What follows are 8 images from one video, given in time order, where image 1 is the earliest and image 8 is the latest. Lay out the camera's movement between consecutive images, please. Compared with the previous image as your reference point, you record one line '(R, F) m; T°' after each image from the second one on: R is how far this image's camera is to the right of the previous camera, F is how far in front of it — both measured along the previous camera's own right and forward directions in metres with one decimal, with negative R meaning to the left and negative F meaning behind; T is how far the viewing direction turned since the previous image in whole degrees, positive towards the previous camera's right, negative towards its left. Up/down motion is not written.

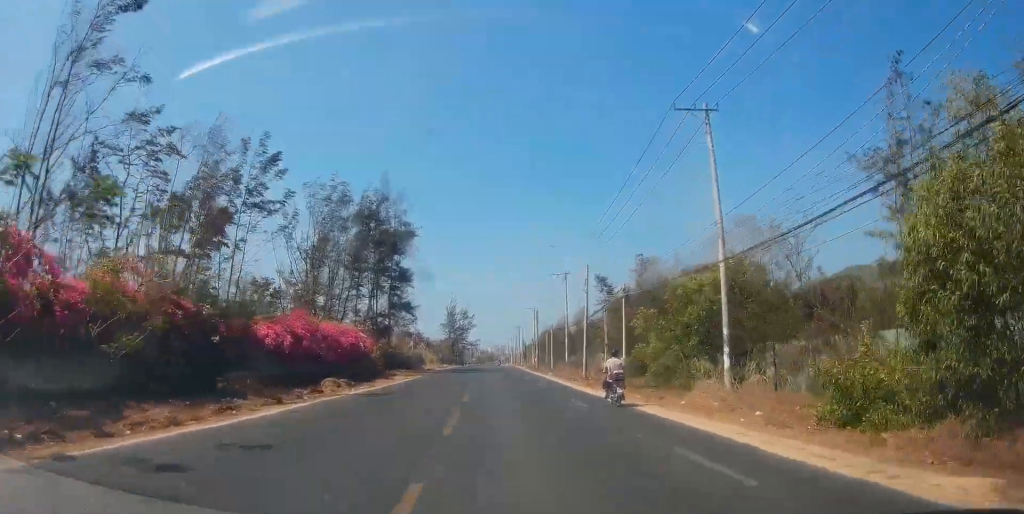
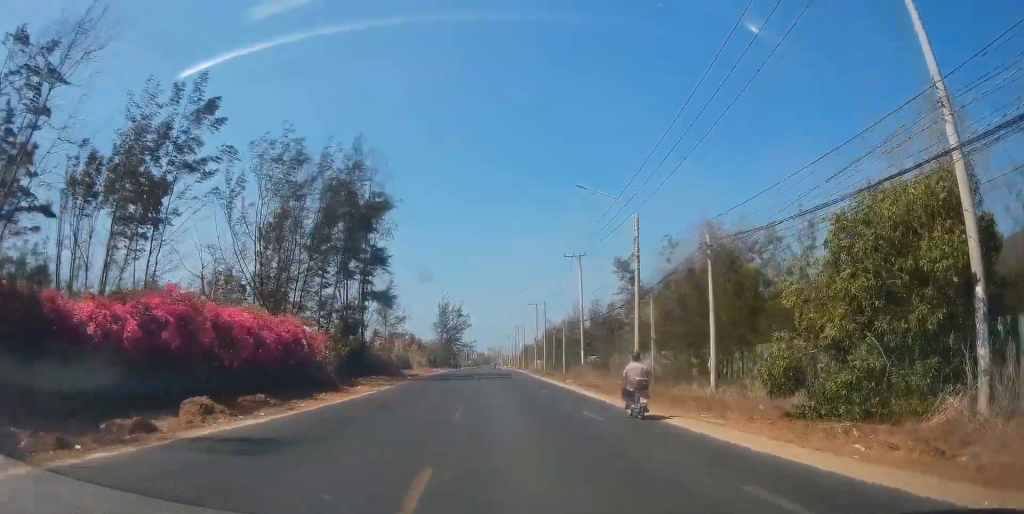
(-0.4, +14.7) m; -2°
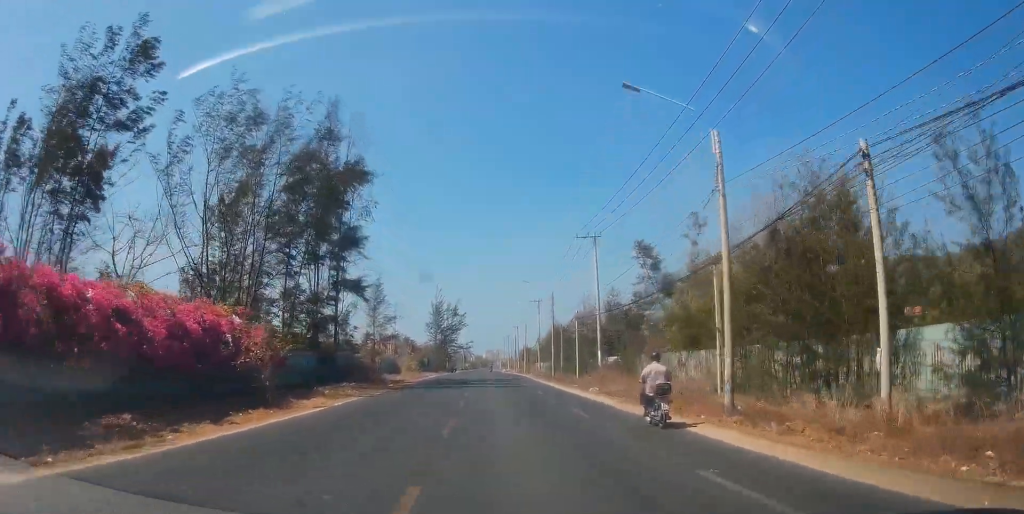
(0.0, +10.1) m; -1°
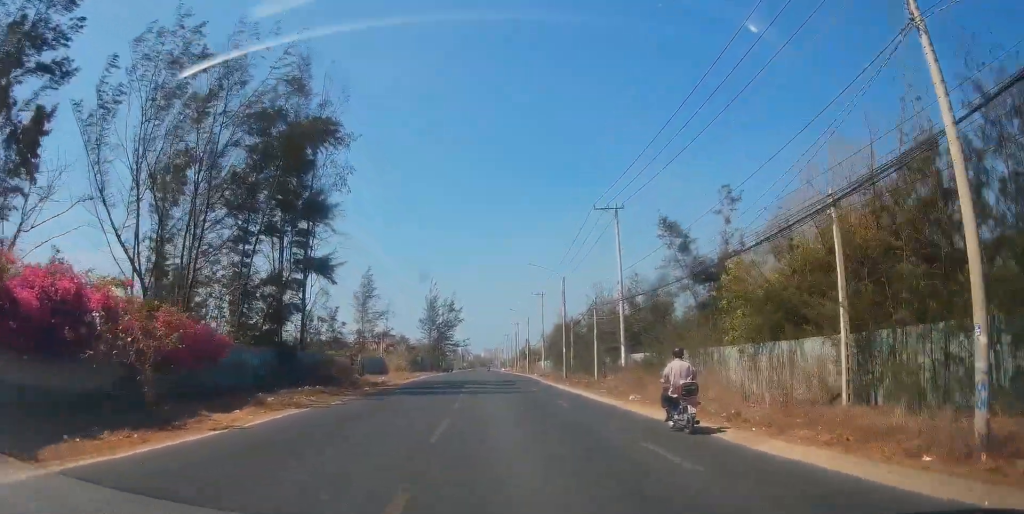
(-0.1, +9.2) m; 0°
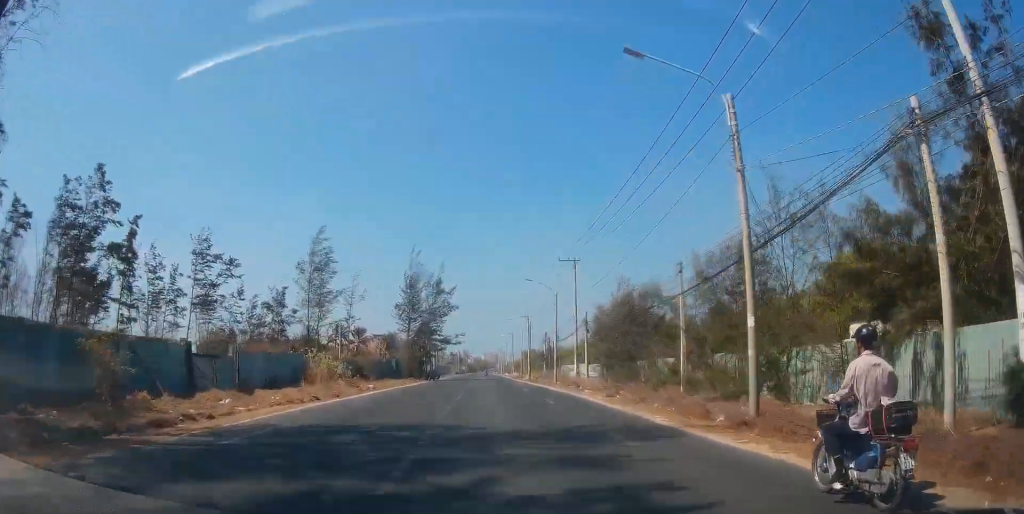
(+0.2, +32.9) m; +1°
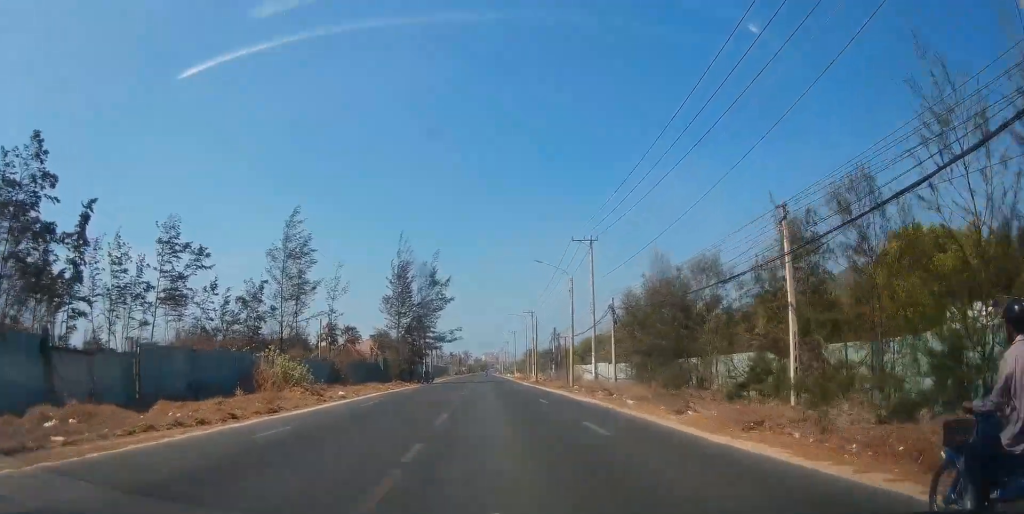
(0.0, +9.8) m; -1°
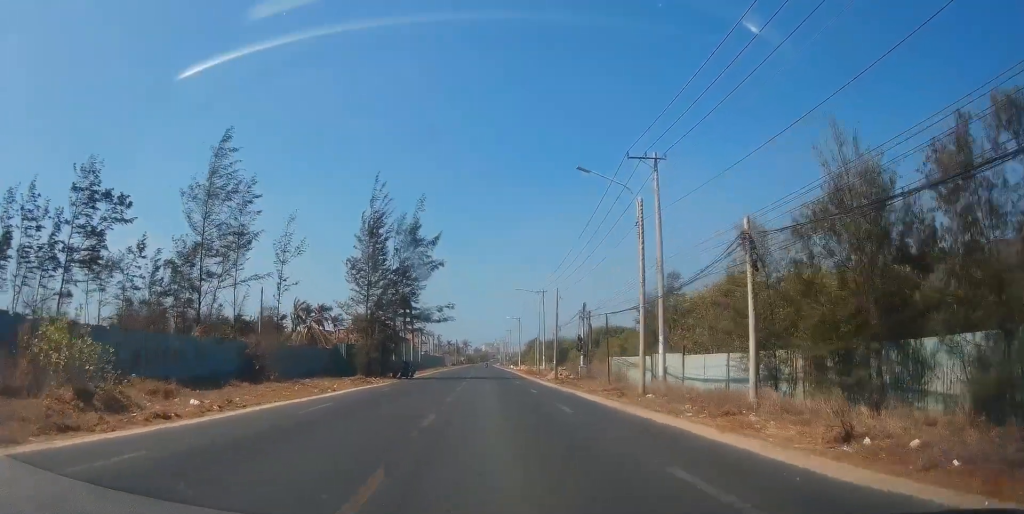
(-0.1, +19.7) m; +1°
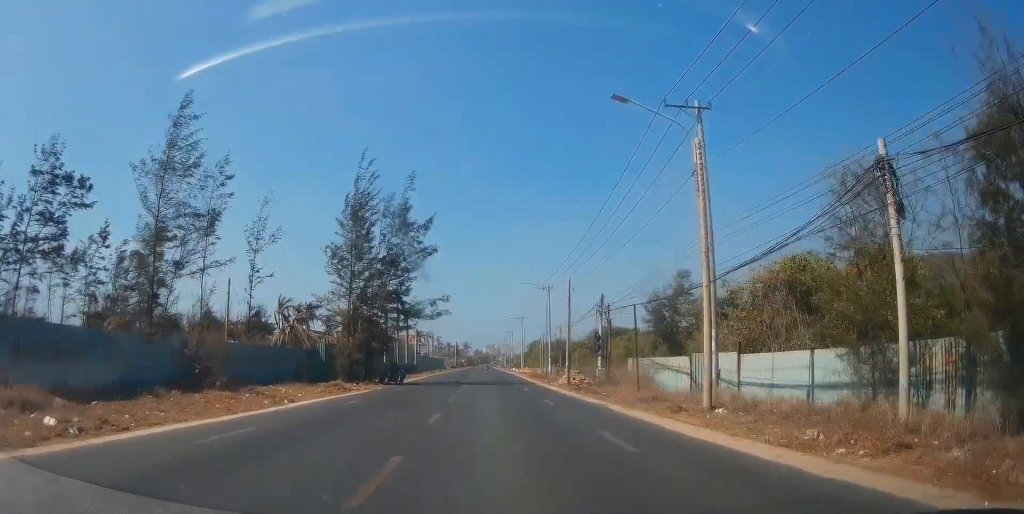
(0.0, +7.2) m; +1°
